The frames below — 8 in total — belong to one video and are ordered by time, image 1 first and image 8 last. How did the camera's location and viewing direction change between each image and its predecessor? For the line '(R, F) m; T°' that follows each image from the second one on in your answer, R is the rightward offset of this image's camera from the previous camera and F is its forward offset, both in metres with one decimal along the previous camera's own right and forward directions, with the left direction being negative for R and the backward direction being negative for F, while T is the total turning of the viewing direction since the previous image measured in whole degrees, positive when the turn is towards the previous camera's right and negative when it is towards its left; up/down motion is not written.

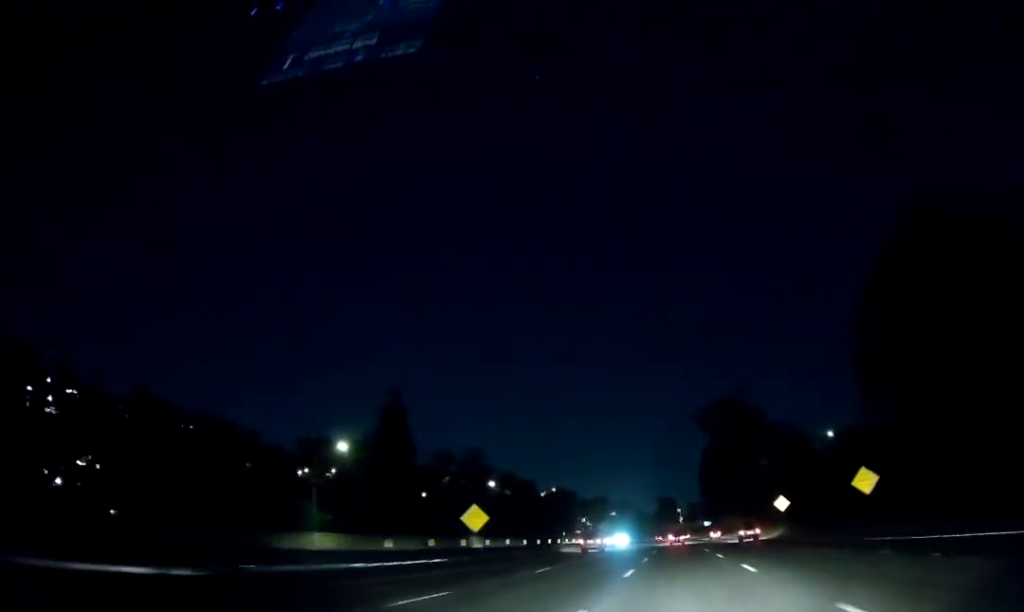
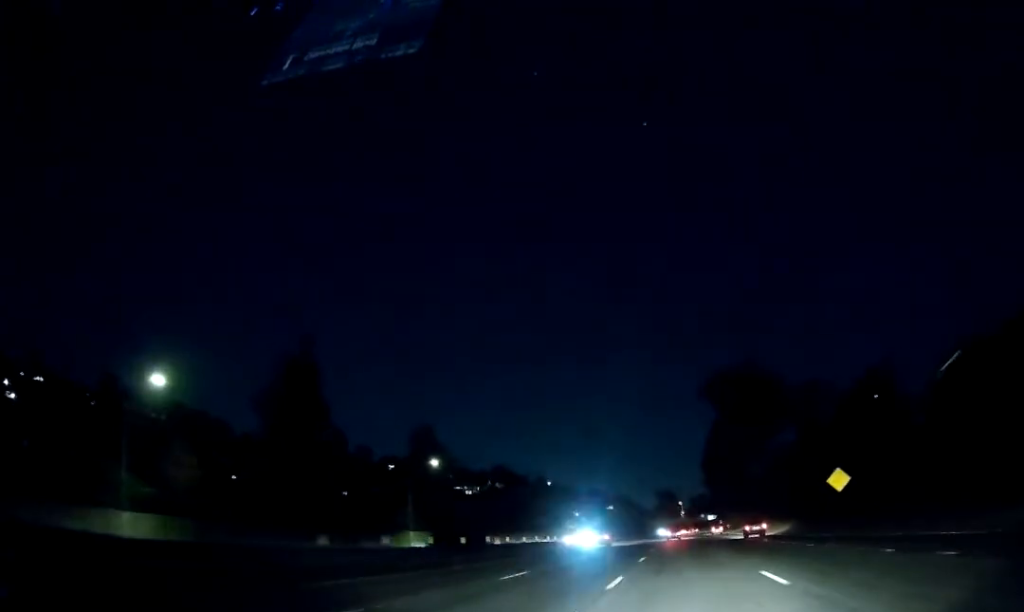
(+0.1, +35.7) m; 0°
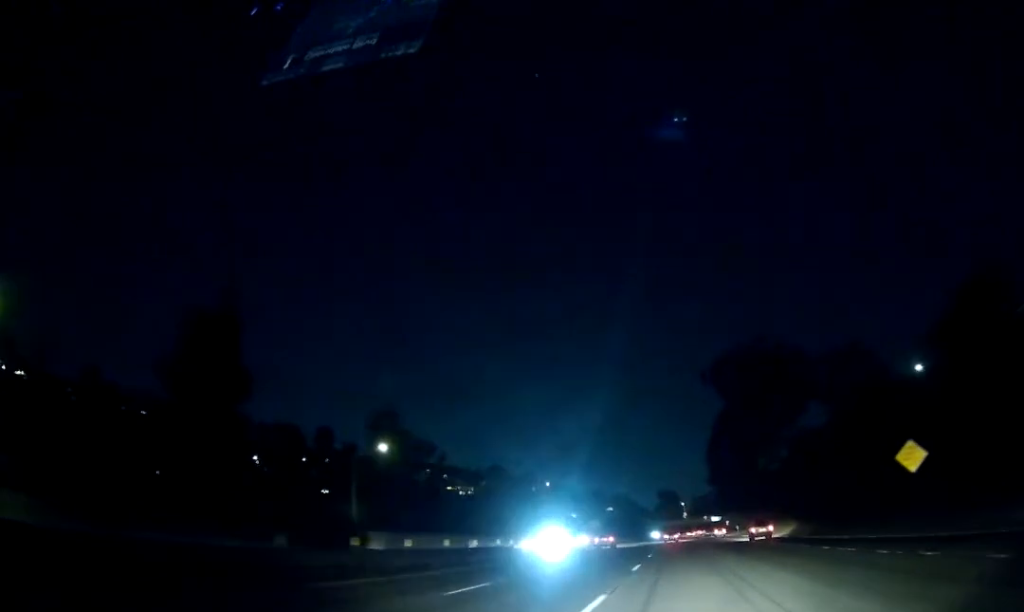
(+0.1, +20.1) m; 0°
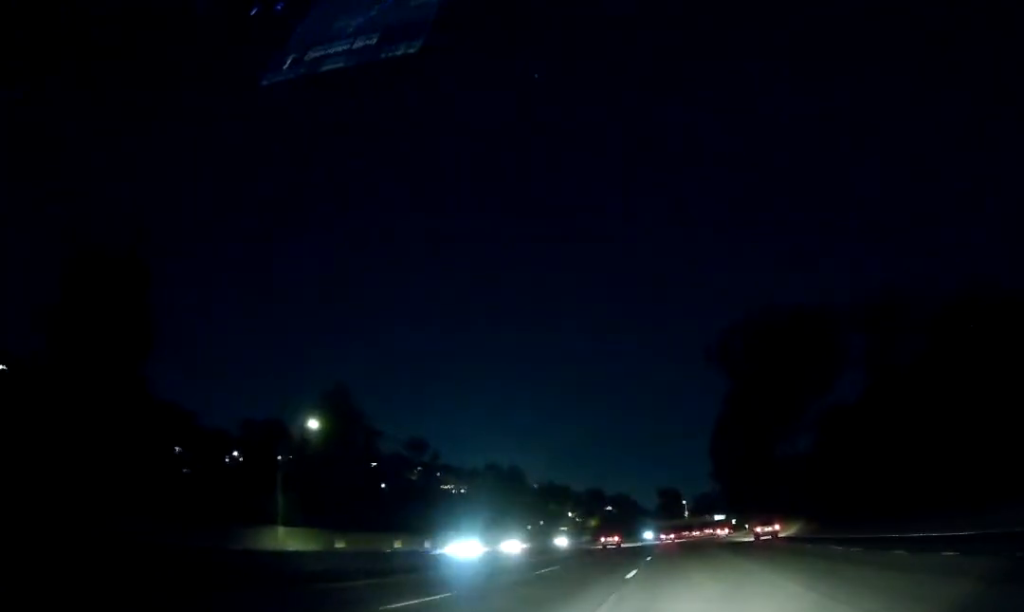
(+0.1, +19.0) m; 0°
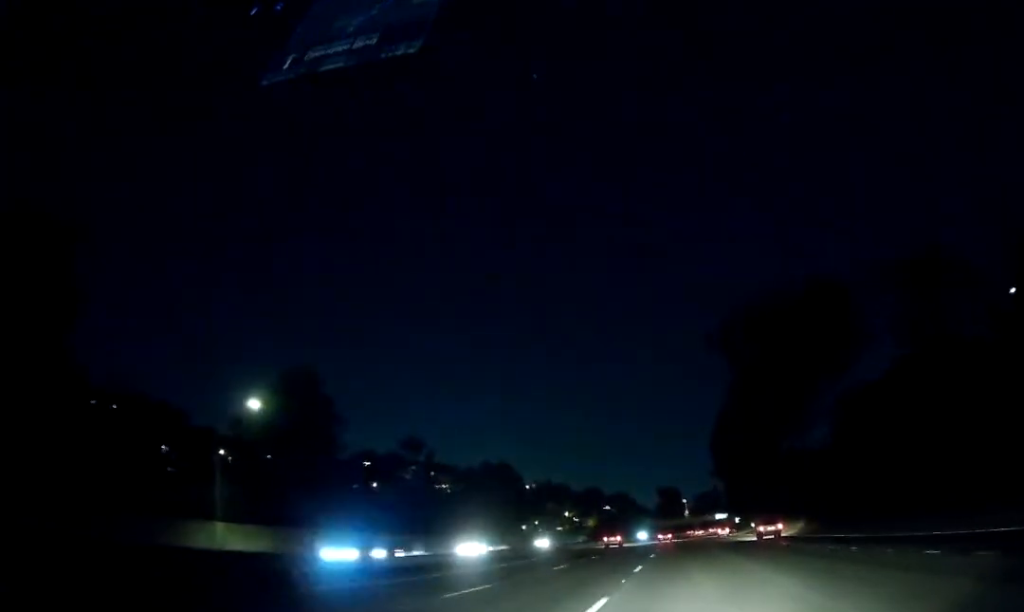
(+0.1, +10.8) m; 0°
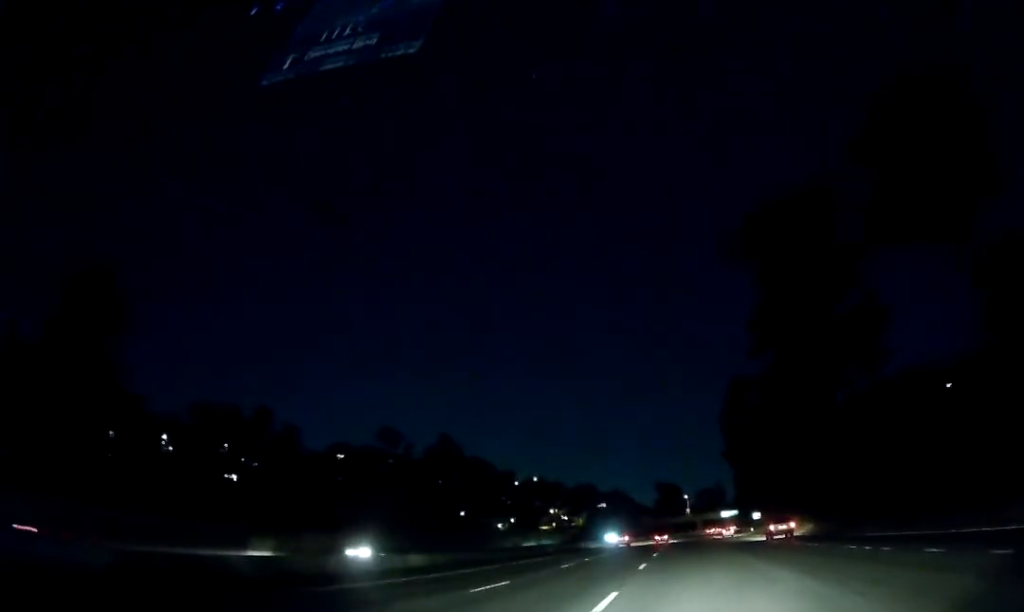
(-0.1, +42.8) m; 0°
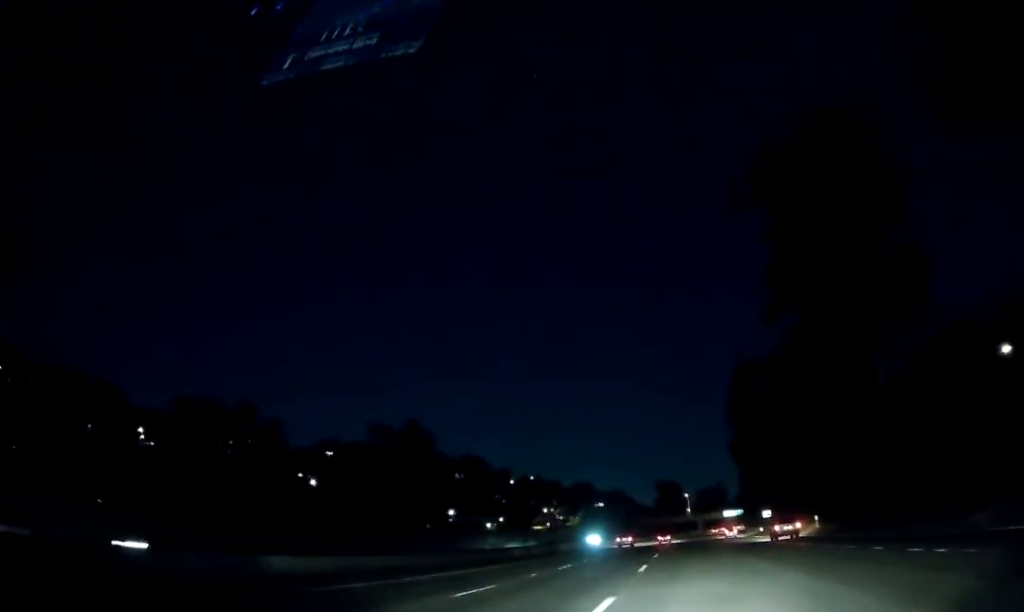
(+0.1, +15.2) m; 0°
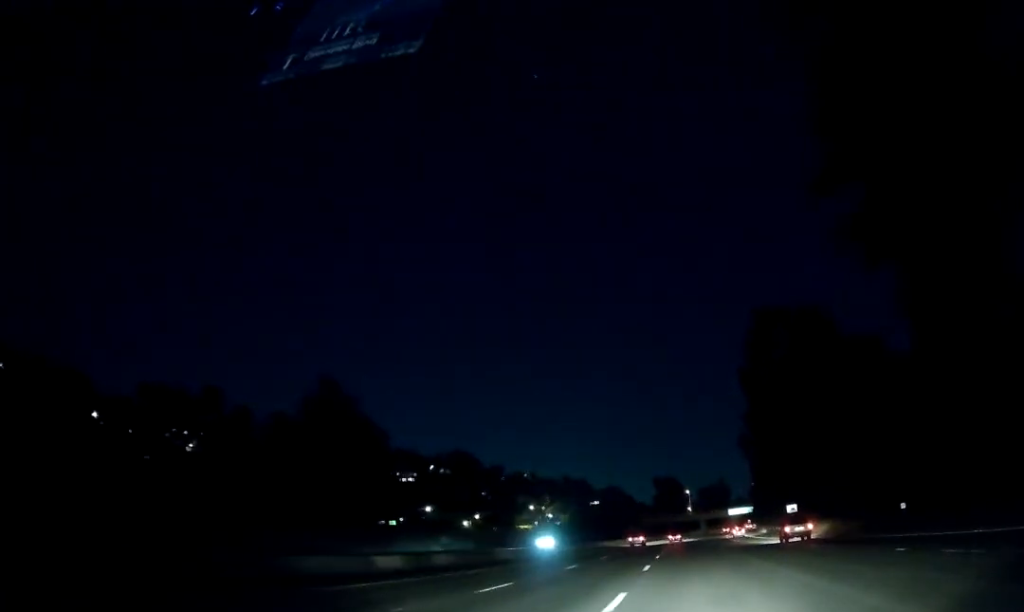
(-0.1, +27.9) m; 0°
